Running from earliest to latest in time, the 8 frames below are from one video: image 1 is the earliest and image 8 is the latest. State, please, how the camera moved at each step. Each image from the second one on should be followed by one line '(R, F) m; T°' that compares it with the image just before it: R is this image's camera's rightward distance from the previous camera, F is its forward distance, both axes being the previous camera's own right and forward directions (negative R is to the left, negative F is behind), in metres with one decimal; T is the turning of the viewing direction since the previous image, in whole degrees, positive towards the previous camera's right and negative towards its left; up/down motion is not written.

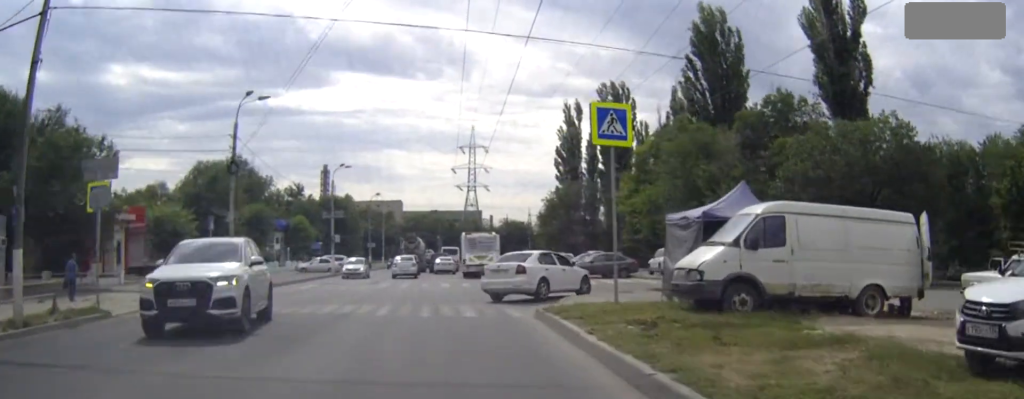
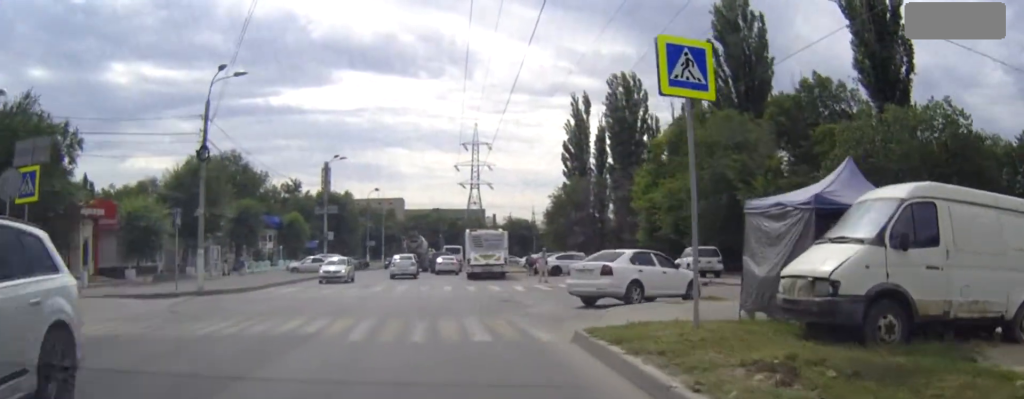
(-0.2, +5.0) m; -3°
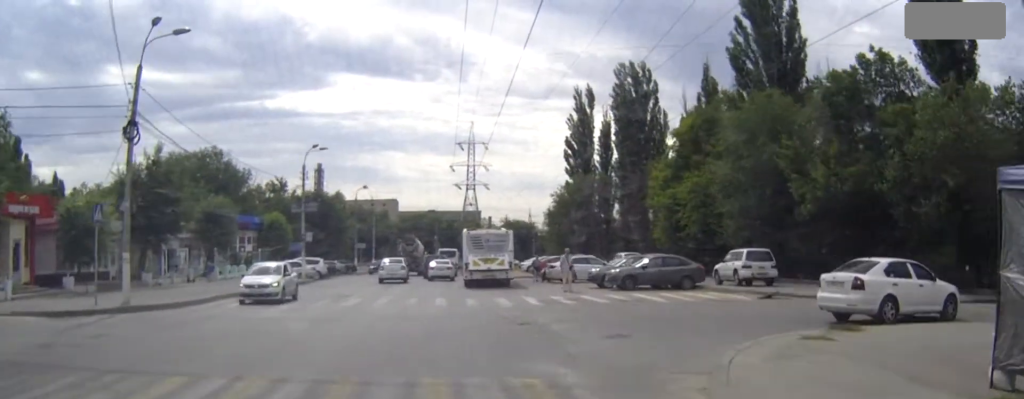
(-0.2, +7.6) m; -2°
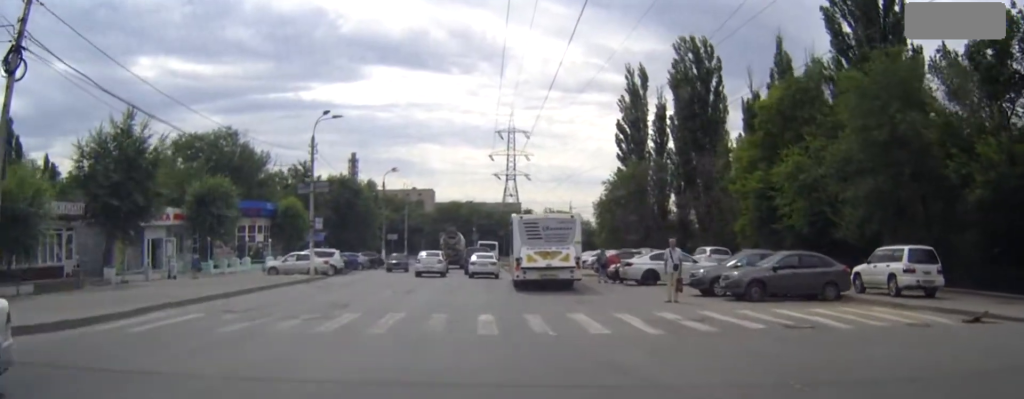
(0.0, +9.9) m; 0°
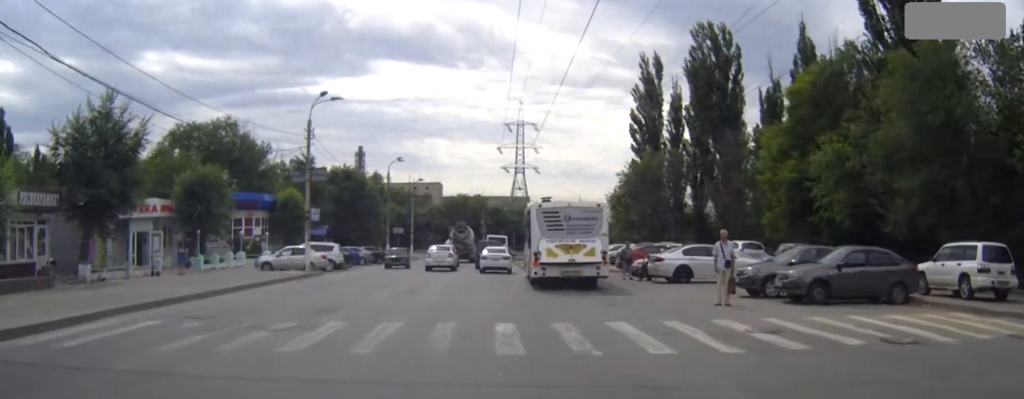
(0.0, +3.4) m; 0°
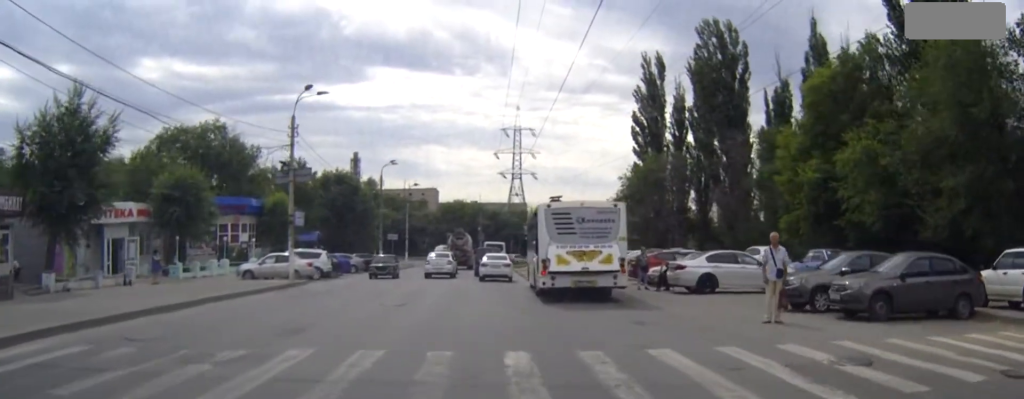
(0.0, +3.1) m; -1°
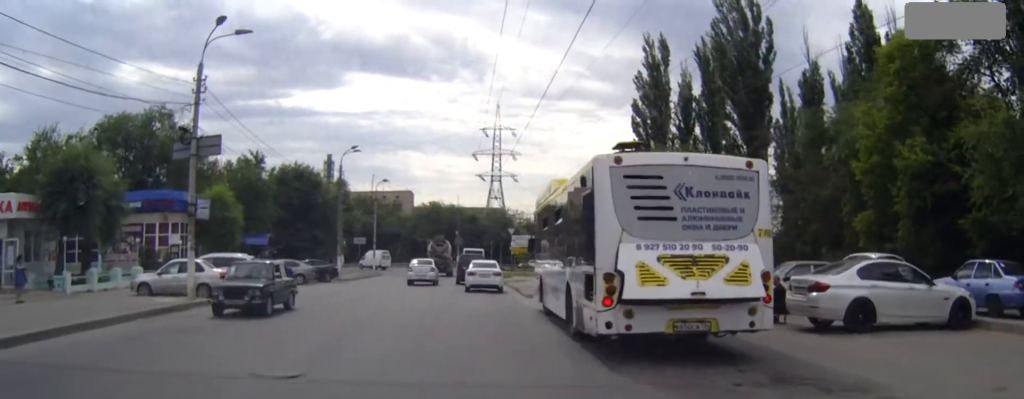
(-0.1, +11.2) m; 0°
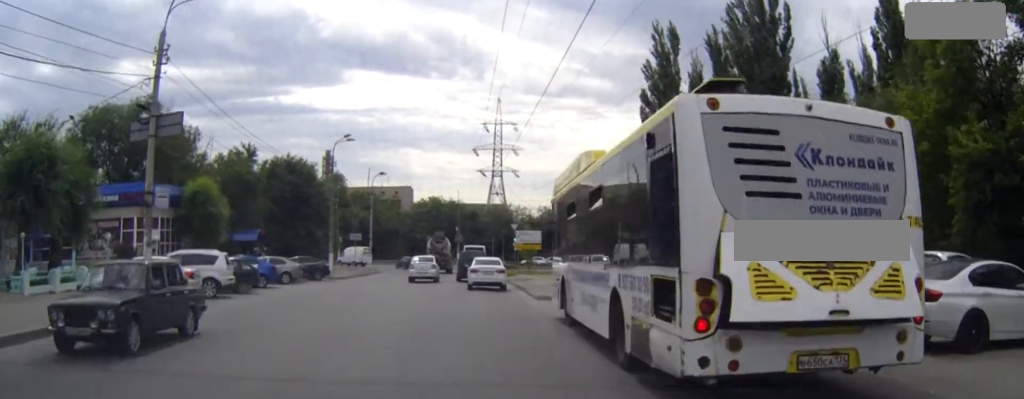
(0.0, +3.6) m; +1°
